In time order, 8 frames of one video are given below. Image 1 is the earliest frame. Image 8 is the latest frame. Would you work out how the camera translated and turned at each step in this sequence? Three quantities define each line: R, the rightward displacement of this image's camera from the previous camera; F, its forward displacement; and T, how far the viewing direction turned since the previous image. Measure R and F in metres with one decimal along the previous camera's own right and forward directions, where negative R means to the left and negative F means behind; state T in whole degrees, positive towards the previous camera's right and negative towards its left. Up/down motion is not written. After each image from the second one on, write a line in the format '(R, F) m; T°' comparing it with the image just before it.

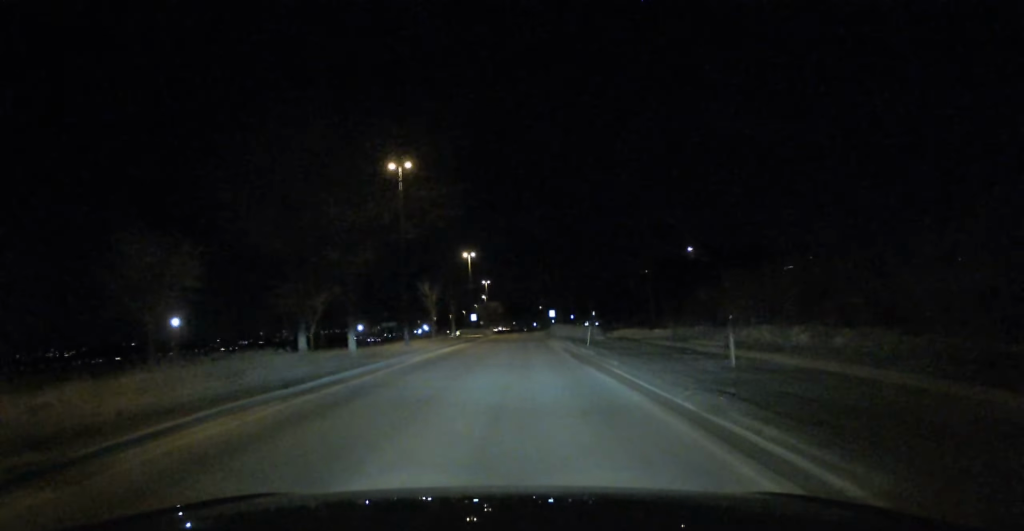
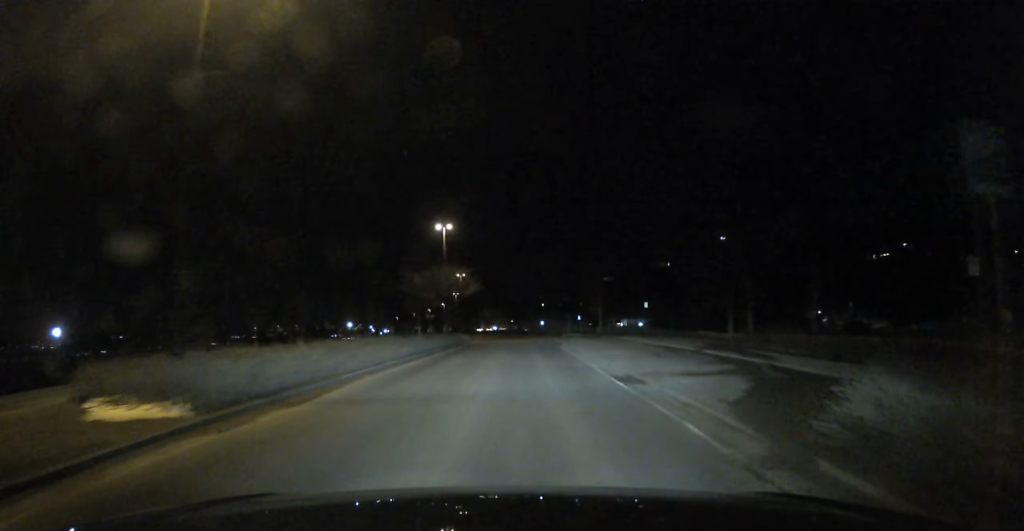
(+0.9, +84.3) m; 0°
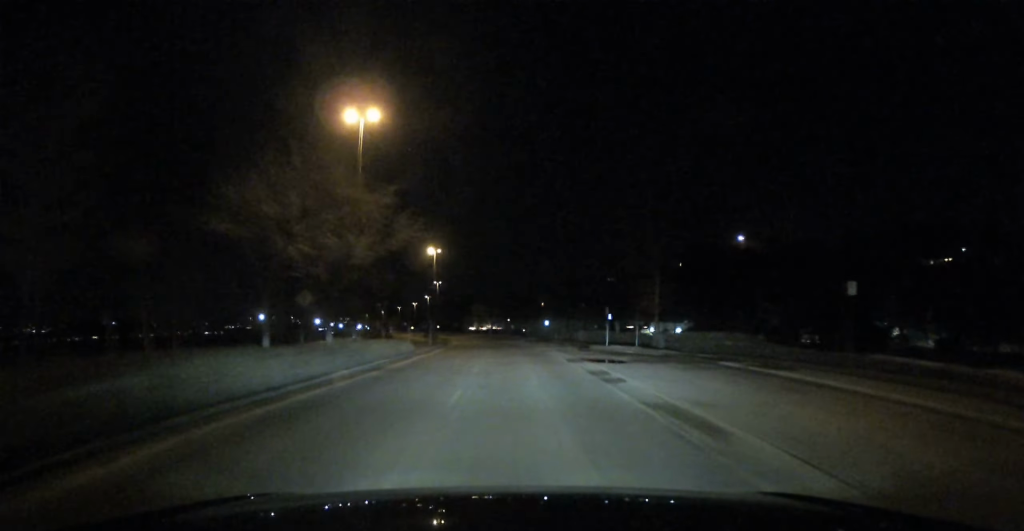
(-0.1, +38.3) m; -1°
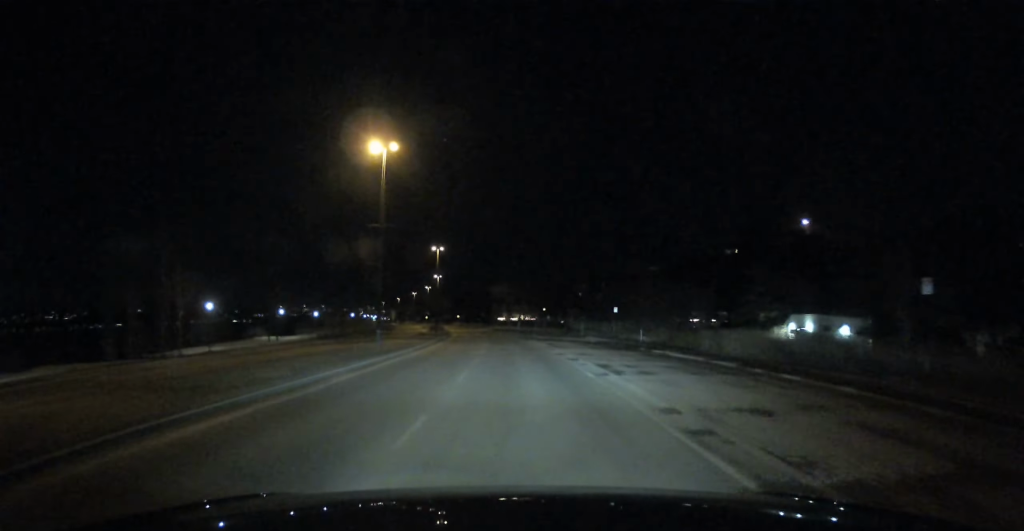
(-0.5, +50.4) m; -2°
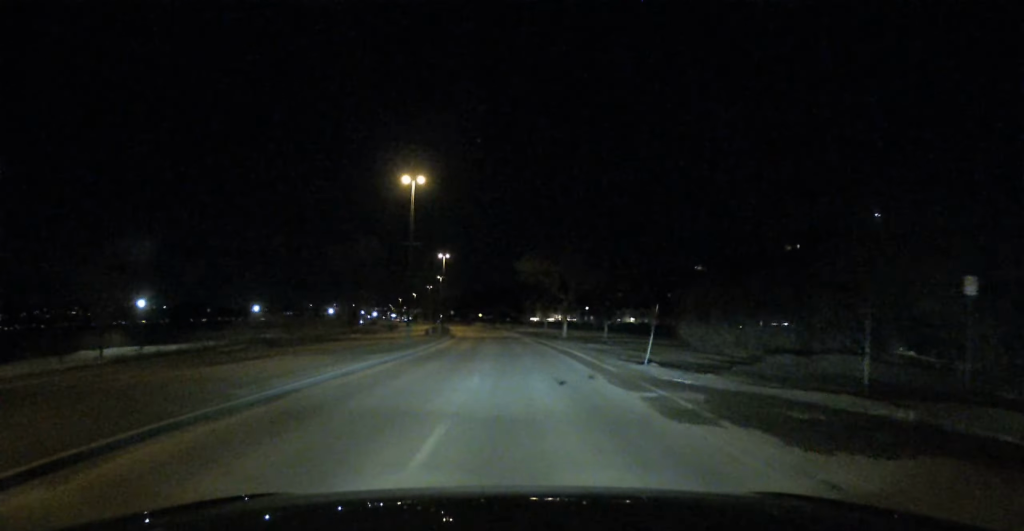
(-0.9, +46.9) m; -3°
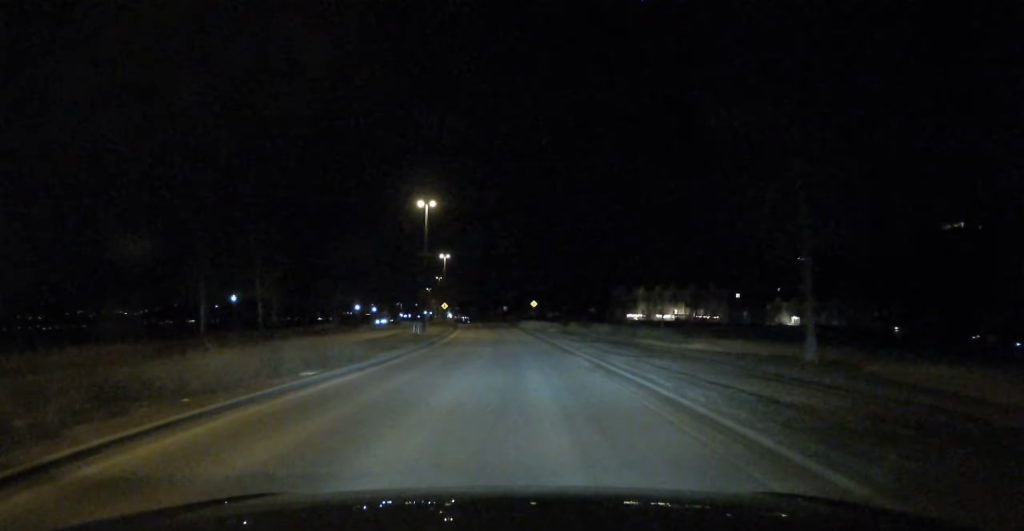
(-4.5, +96.9) m; -6°
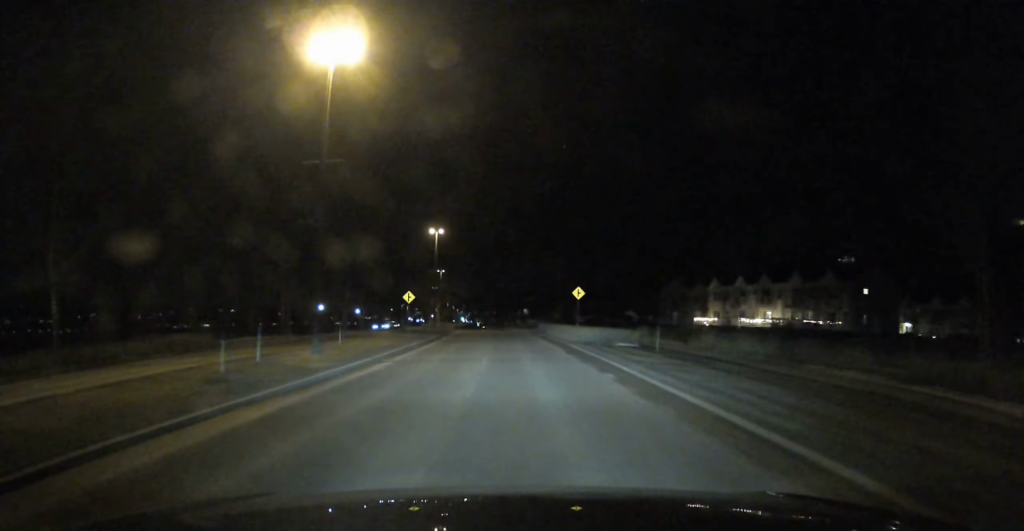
(-1.3, +37.0) m; -2°
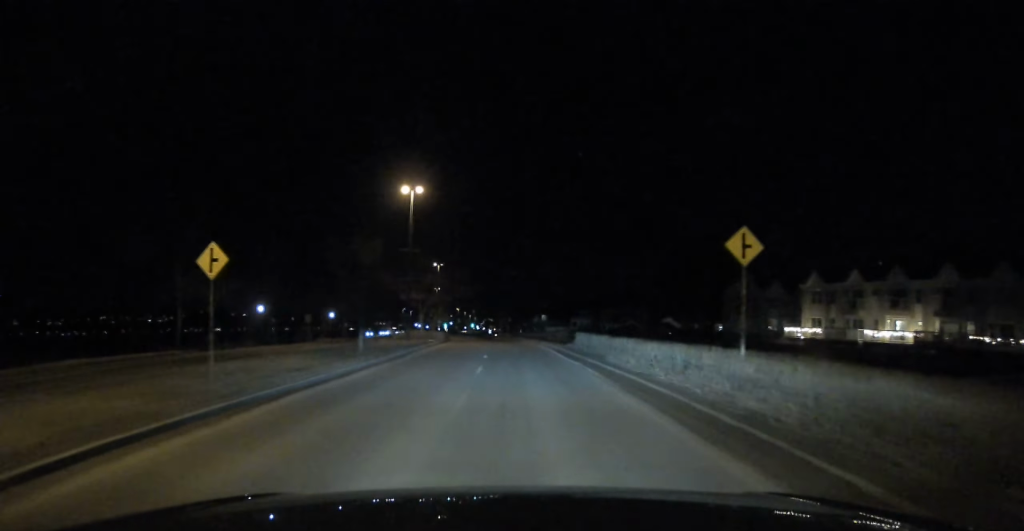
(-0.4, +29.2) m; -1°
